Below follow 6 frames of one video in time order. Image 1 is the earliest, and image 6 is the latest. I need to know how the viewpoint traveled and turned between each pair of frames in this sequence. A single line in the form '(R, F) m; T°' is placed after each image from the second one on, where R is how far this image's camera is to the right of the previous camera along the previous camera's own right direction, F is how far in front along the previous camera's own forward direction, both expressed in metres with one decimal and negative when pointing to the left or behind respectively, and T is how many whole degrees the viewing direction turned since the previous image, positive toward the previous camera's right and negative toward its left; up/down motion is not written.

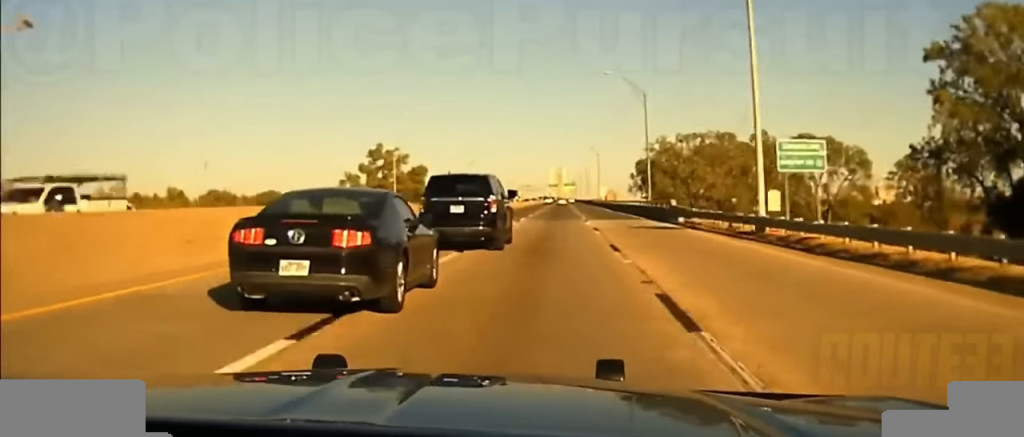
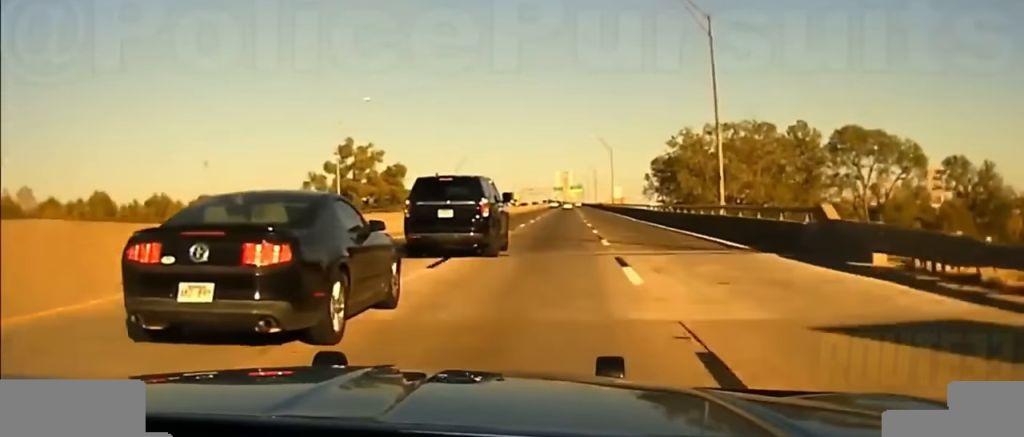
(0.0, +26.2) m; 0°
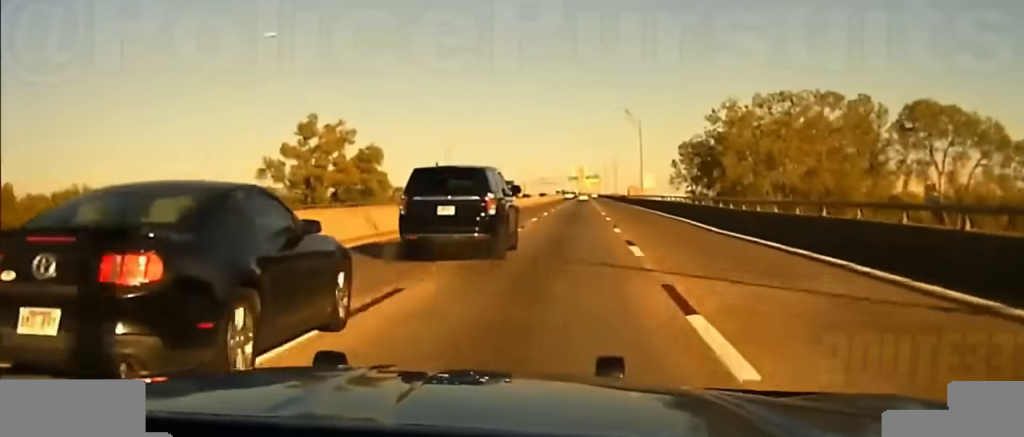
(0.0, +22.7) m; 0°
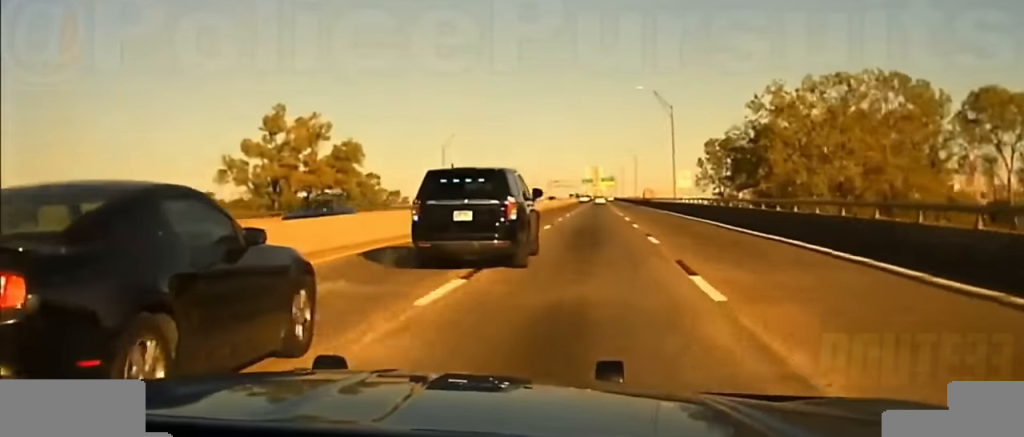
(-0.1, +15.7) m; -1°
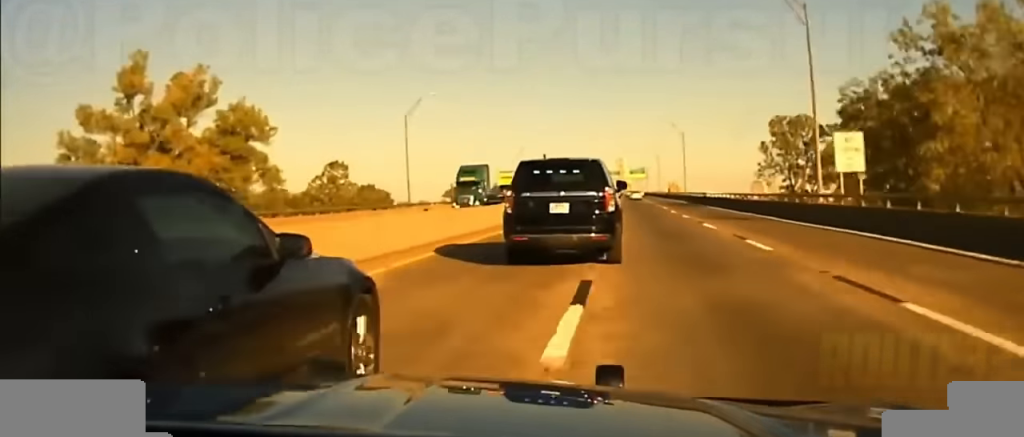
(-0.3, +30.9) m; -1°
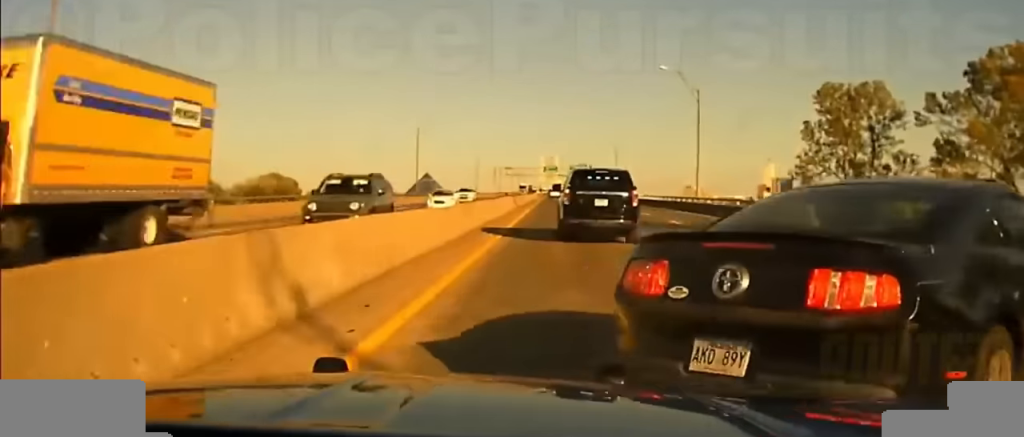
(-0.5, +51.3) m; +1°
